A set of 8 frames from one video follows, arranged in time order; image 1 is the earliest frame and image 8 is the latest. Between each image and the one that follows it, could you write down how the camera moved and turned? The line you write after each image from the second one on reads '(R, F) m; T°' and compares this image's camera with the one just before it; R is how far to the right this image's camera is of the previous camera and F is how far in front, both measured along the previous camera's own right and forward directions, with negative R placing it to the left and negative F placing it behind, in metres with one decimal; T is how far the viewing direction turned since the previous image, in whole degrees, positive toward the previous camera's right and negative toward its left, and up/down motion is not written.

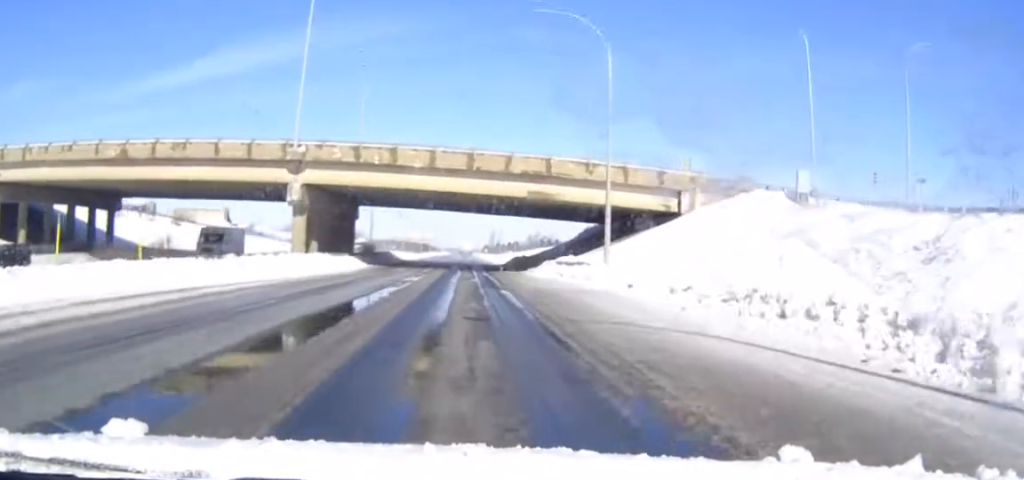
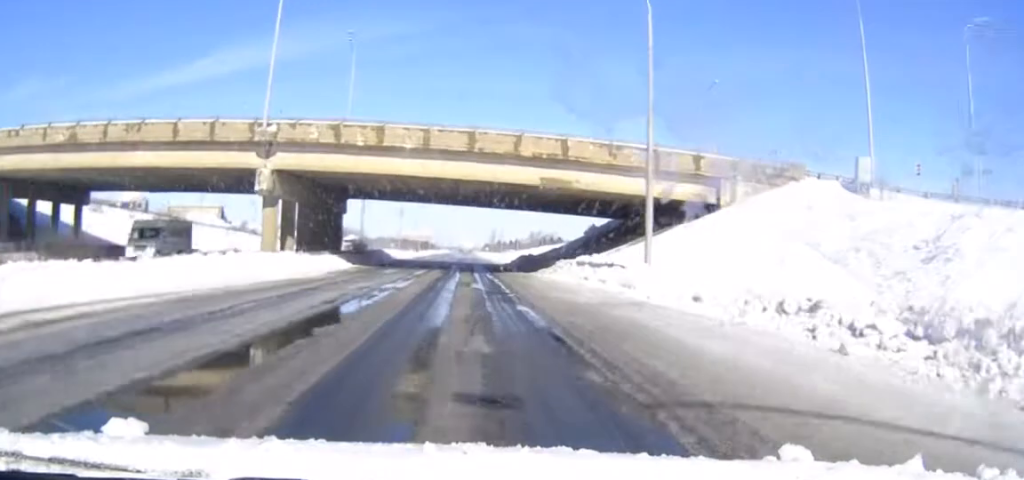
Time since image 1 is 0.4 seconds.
(0.0, +8.2) m; 0°
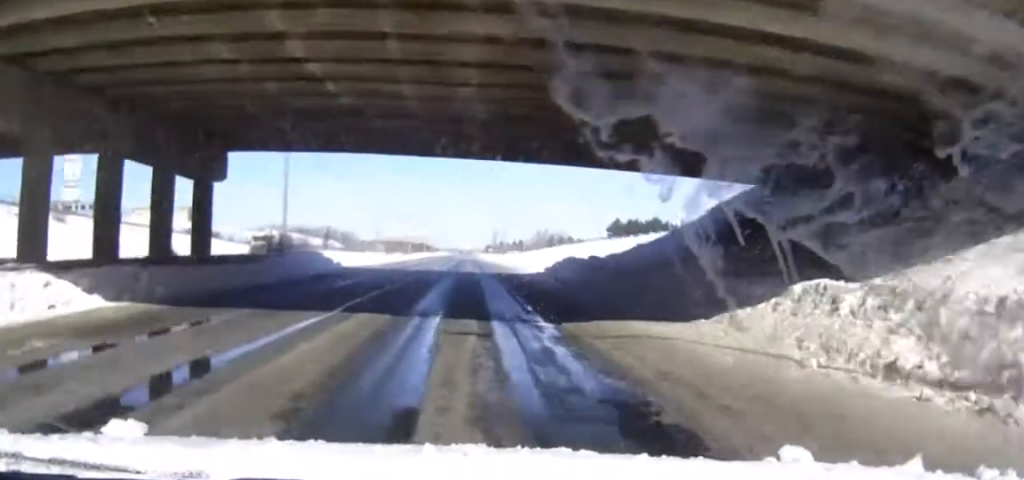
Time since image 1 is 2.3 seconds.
(+0.2, +36.2) m; 0°
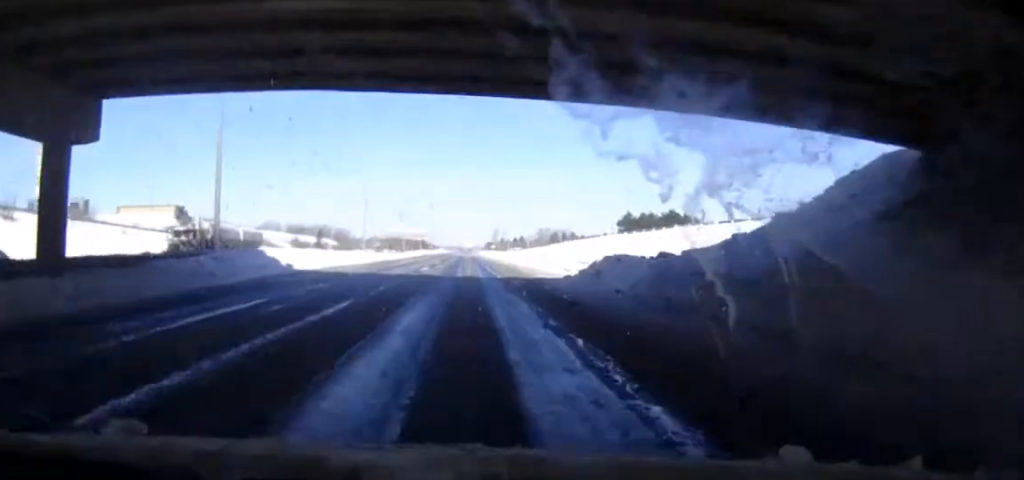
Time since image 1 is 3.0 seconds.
(0.0, +13.4) m; 0°
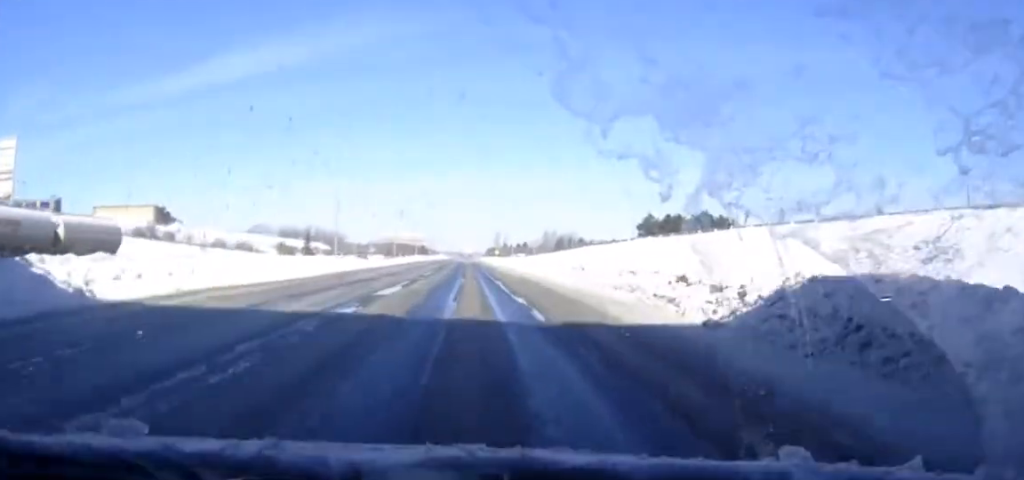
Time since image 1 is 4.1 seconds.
(+0.1, +19.8) m; 0°
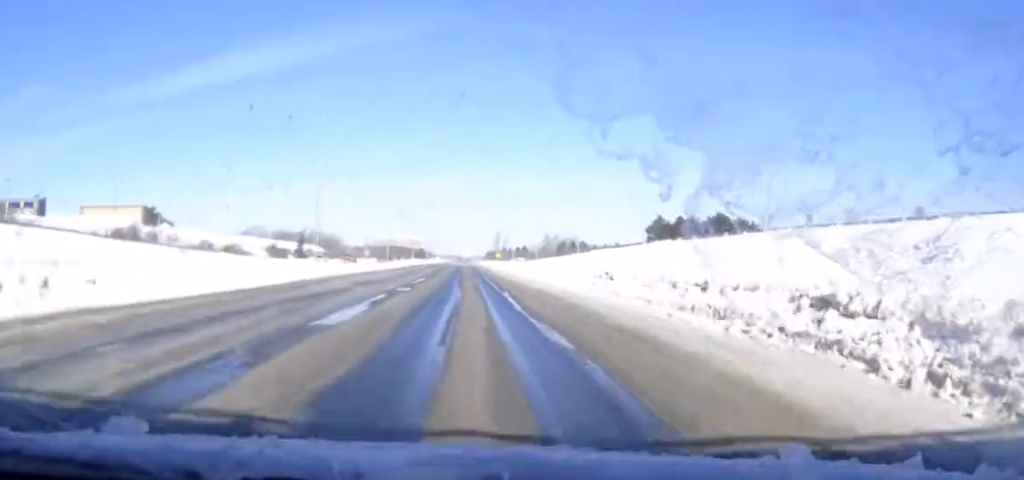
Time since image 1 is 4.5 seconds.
(0.0, +9.0) m; 0°
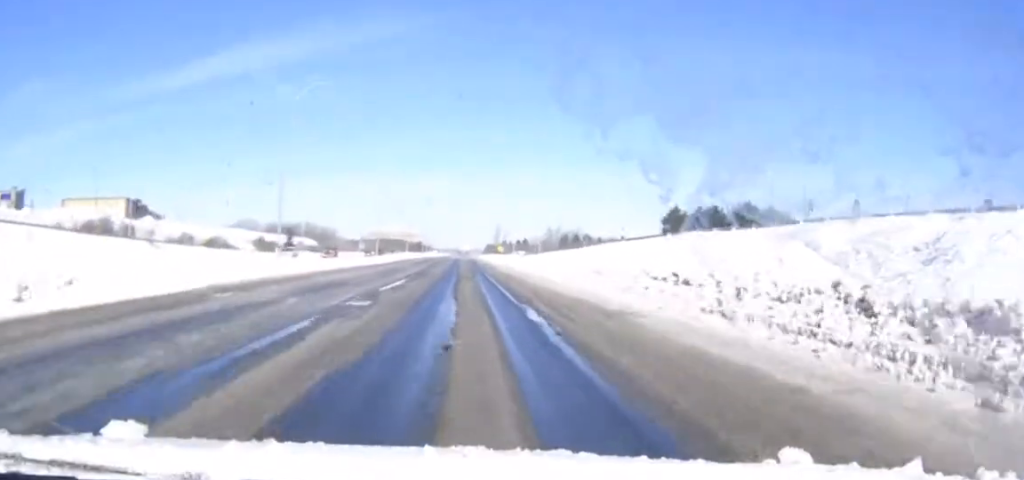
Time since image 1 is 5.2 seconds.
(-0.1, +12.3) m; 0°
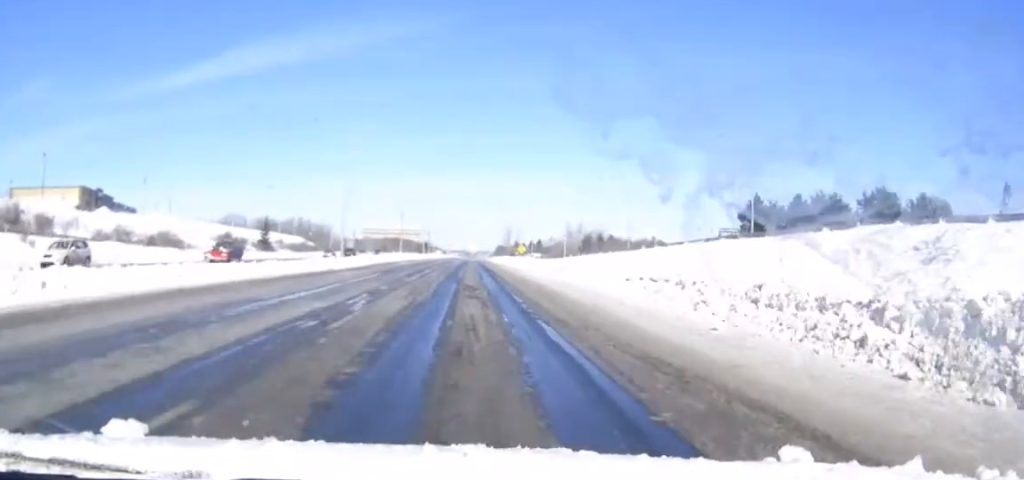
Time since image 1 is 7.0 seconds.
(+0.1, +35.6) m; 0°
